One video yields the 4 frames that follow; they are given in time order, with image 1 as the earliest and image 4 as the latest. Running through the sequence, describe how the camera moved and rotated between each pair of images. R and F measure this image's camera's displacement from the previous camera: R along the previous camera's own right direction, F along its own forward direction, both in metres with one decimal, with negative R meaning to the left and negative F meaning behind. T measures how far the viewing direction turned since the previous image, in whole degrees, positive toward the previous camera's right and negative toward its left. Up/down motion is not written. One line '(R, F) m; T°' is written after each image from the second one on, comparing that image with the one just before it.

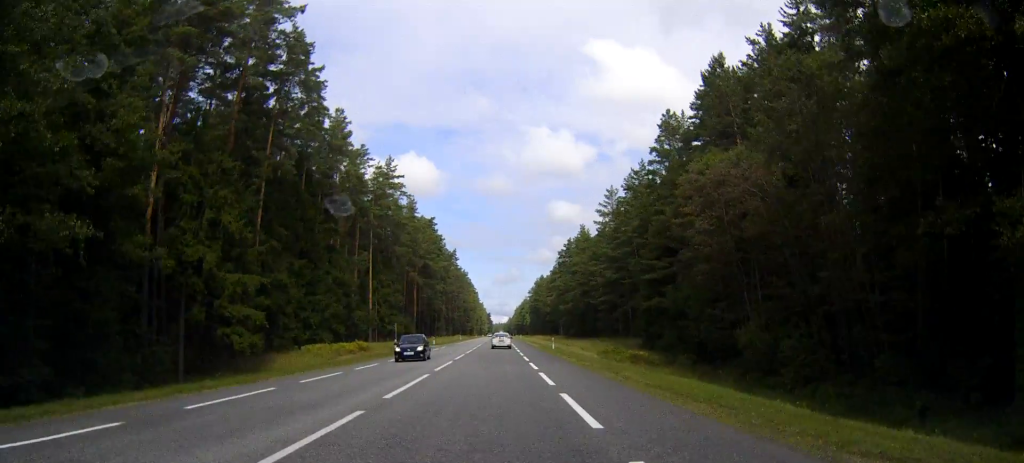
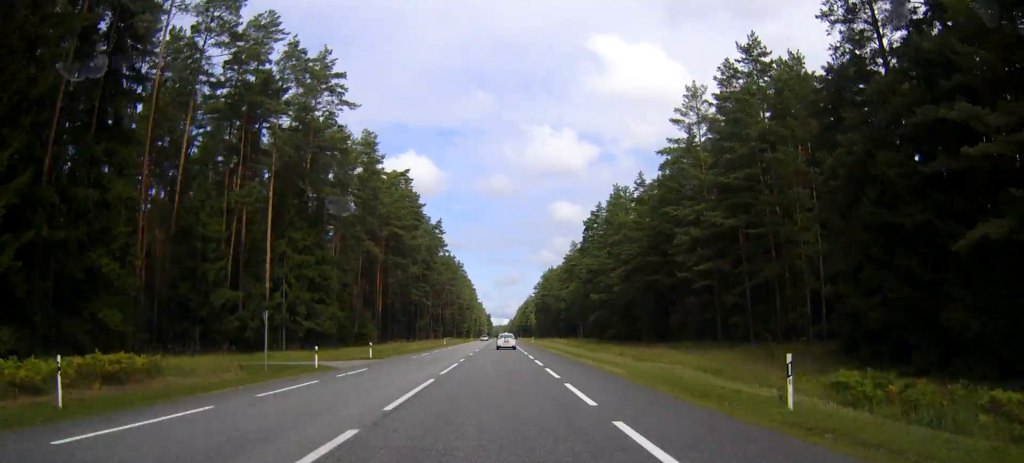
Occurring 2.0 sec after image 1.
(+0.7, +50.4) m; -1°
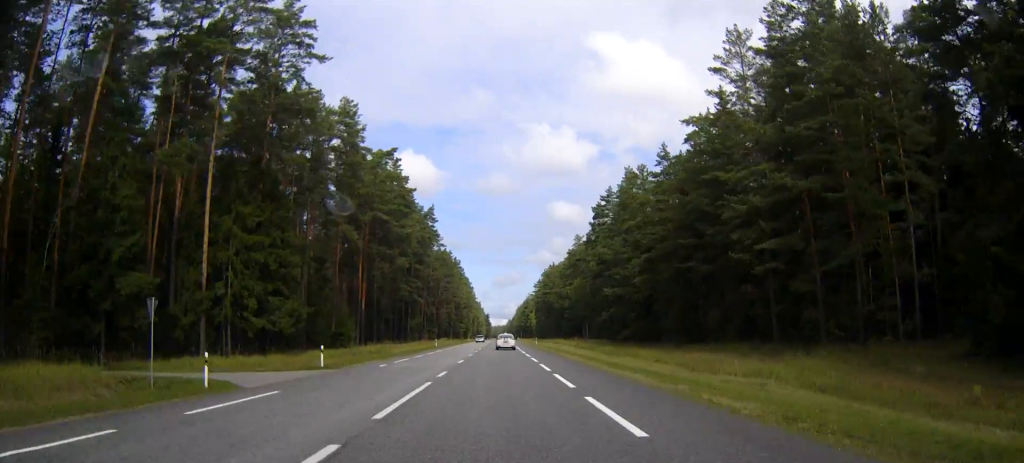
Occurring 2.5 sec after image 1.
(-0.1, +13.4) m; 0°
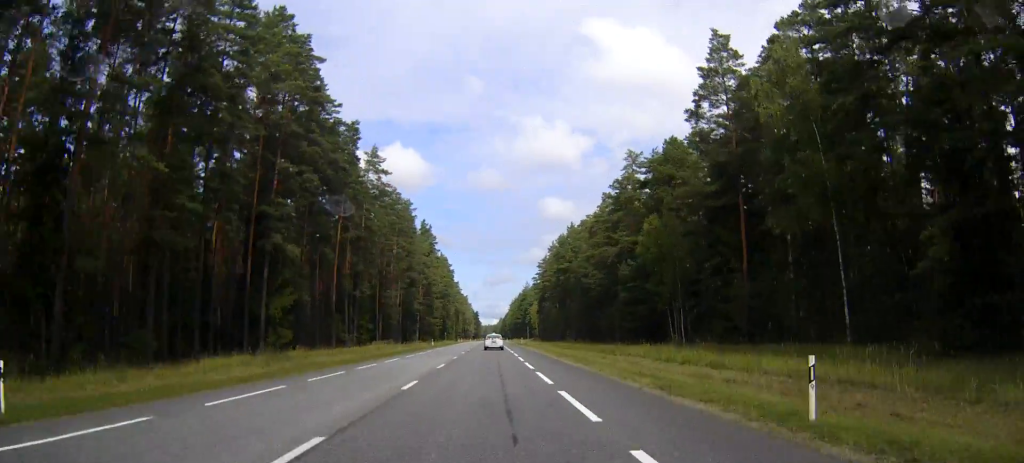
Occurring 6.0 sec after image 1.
(+0.6, +84.8) m; +2°
